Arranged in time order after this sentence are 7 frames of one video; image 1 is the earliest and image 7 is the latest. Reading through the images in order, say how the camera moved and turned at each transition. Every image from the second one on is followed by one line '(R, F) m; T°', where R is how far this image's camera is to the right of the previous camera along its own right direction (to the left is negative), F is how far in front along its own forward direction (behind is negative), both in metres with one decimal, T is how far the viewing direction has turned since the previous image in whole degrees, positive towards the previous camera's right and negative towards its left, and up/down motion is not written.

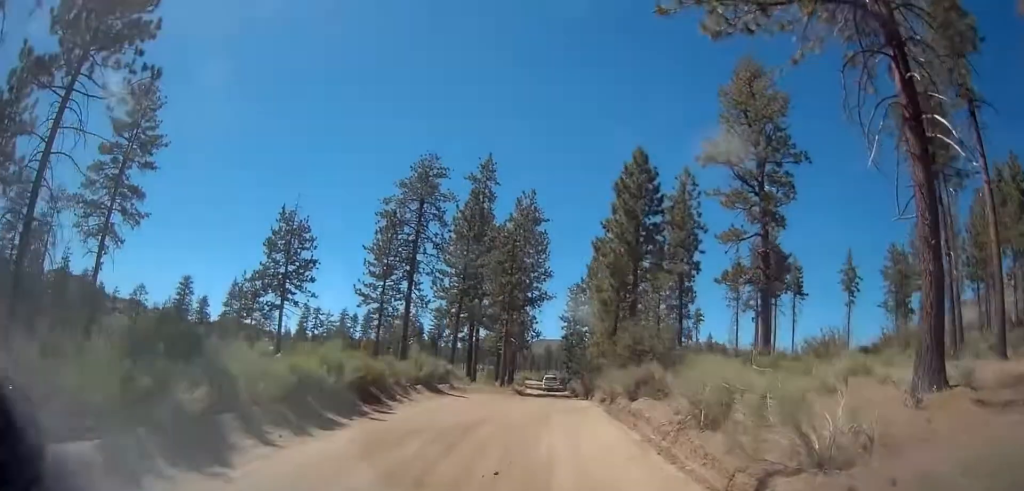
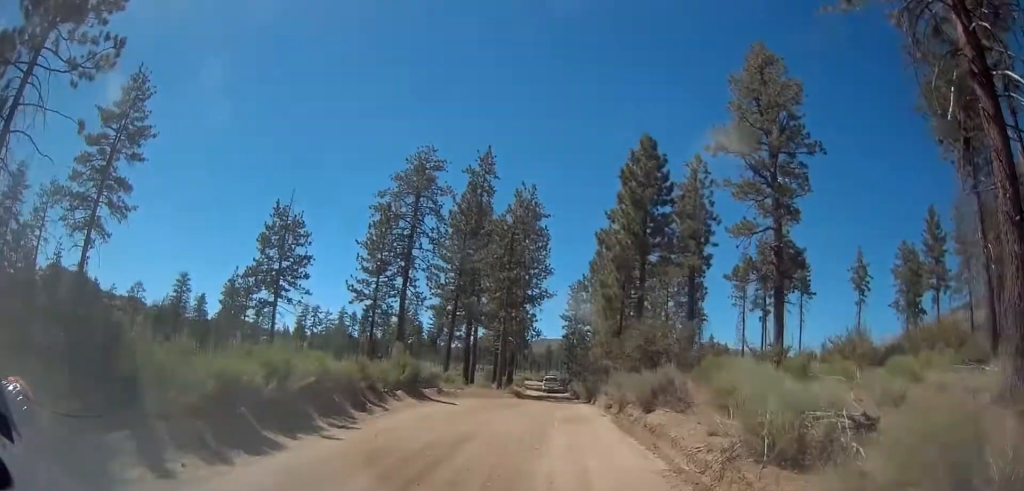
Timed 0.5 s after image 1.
(0.0, +2.6) m; -1°
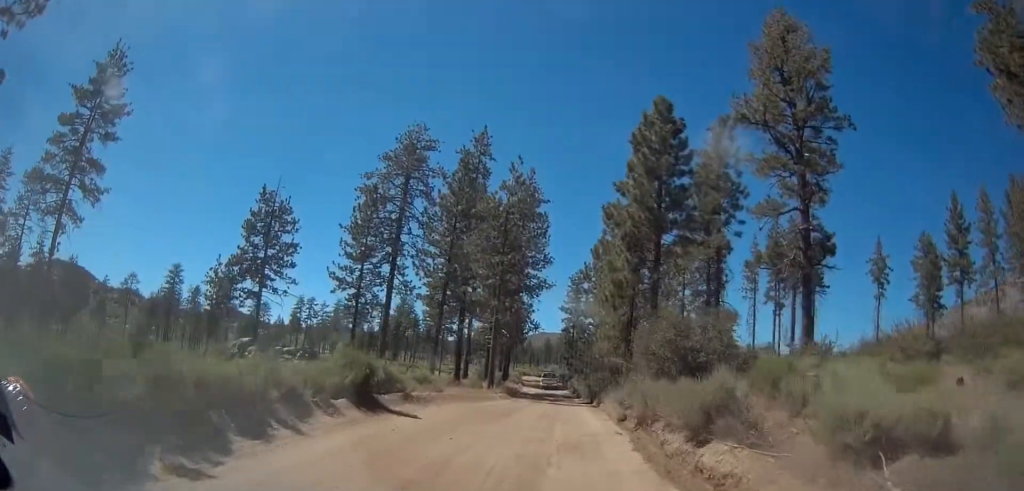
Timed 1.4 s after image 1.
(-0.1, +5.0) m; +5°
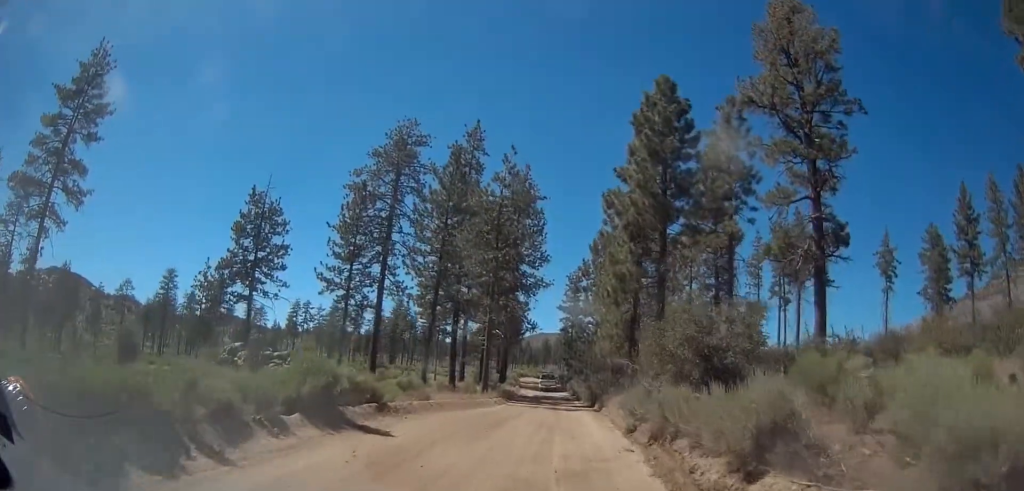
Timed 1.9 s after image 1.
(+0.2, +2.4) m; -1°
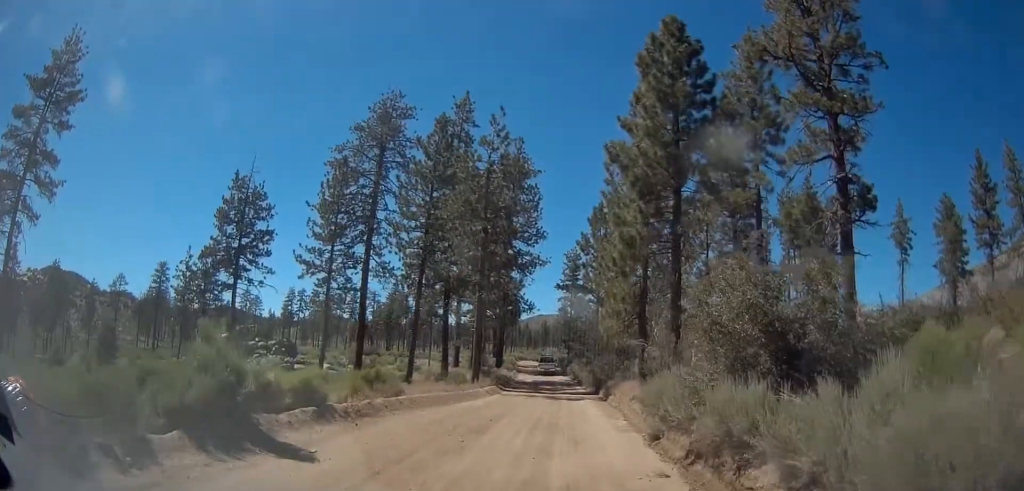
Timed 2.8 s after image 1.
(+0.1, +3.9) m; -3°
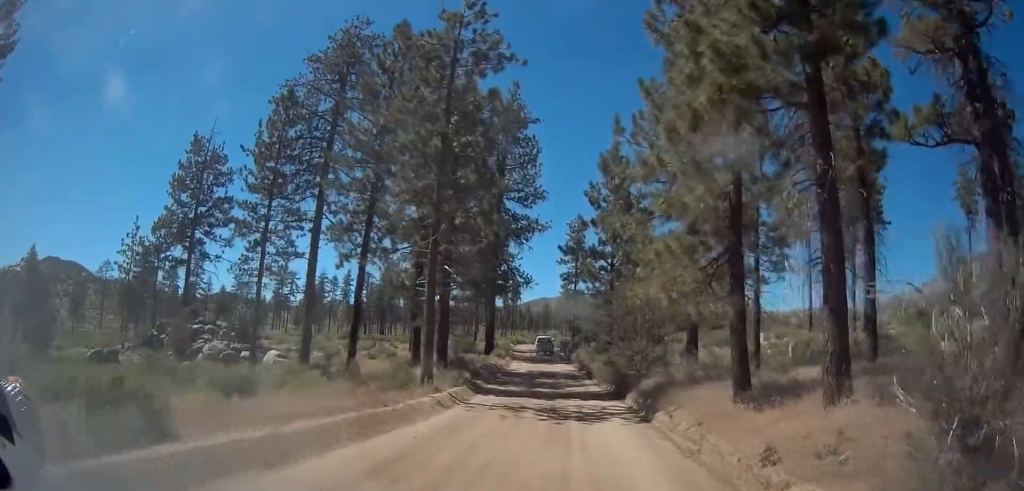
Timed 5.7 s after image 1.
(-0.7, +11.3) m; +3°
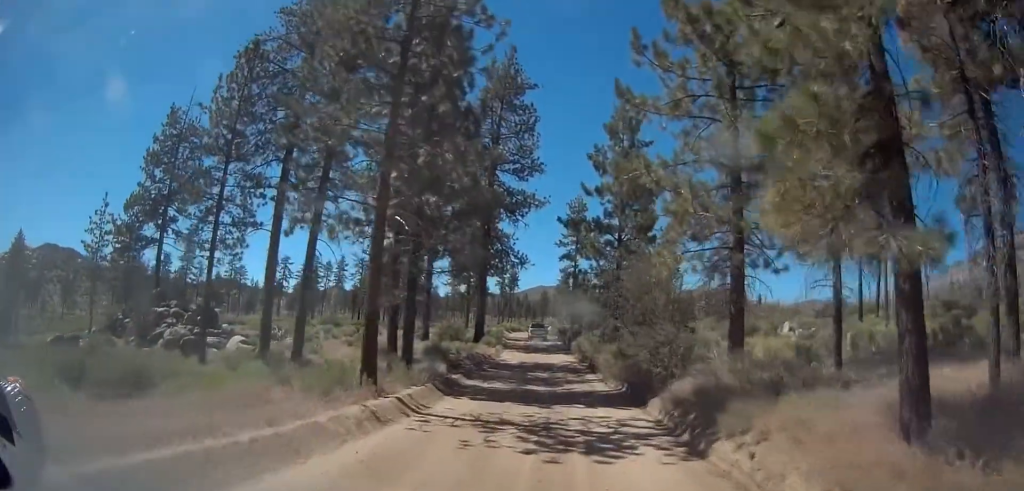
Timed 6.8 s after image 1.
(+0.6, +5.5) m; 0°
